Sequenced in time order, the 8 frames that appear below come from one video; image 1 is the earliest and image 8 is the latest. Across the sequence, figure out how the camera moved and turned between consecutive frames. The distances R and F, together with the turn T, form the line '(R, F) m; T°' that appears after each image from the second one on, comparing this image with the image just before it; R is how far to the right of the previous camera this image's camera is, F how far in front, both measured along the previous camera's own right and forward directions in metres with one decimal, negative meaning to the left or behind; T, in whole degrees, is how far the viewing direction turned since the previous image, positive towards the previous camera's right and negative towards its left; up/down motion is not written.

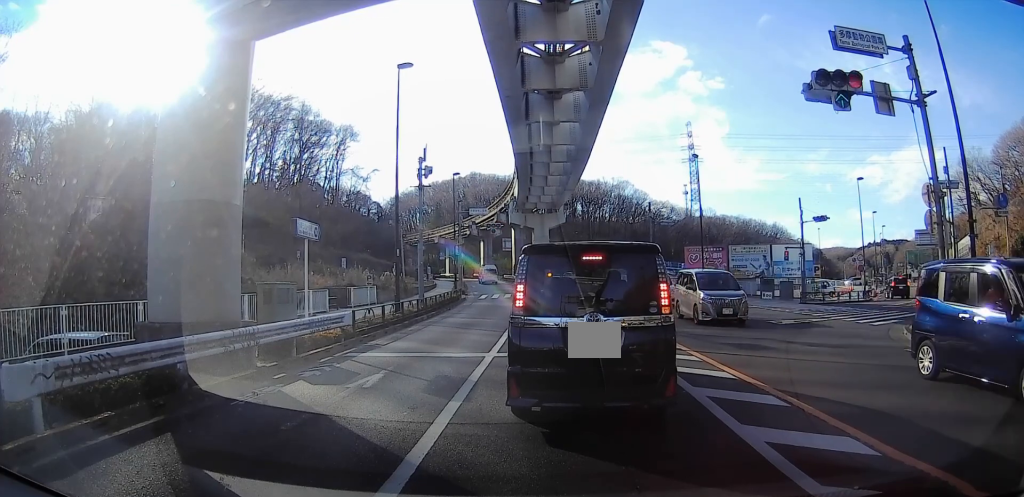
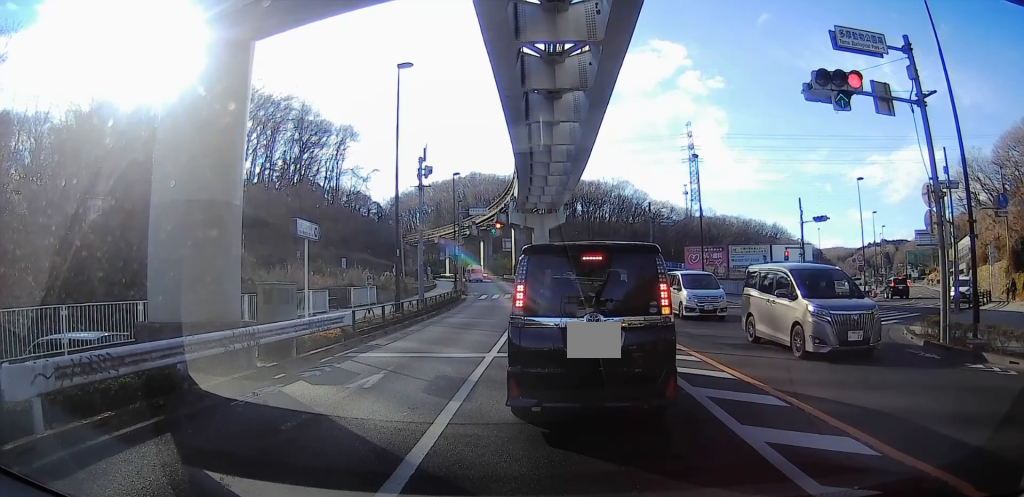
(0.0, 0.0) m; 0°
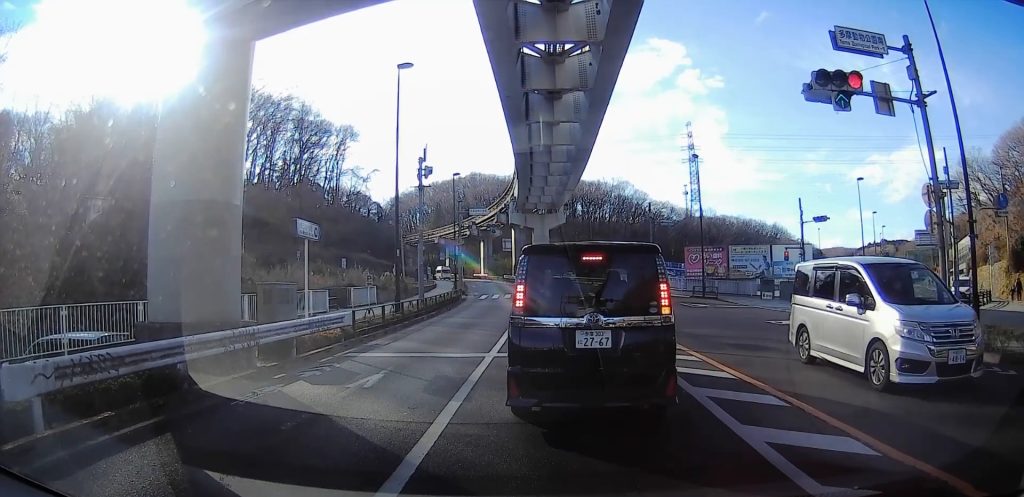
(0.0, 0.0) m; 0°
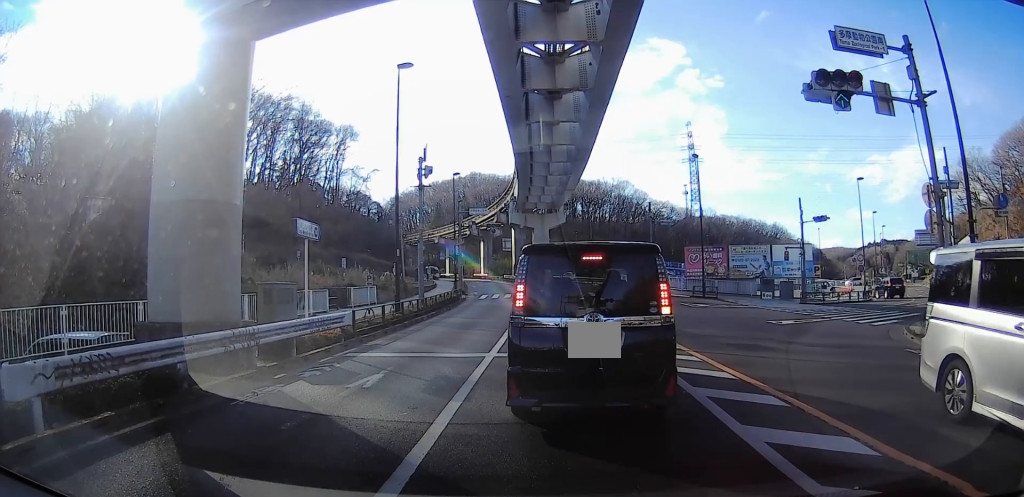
(0.0, 0.0) m; 0°
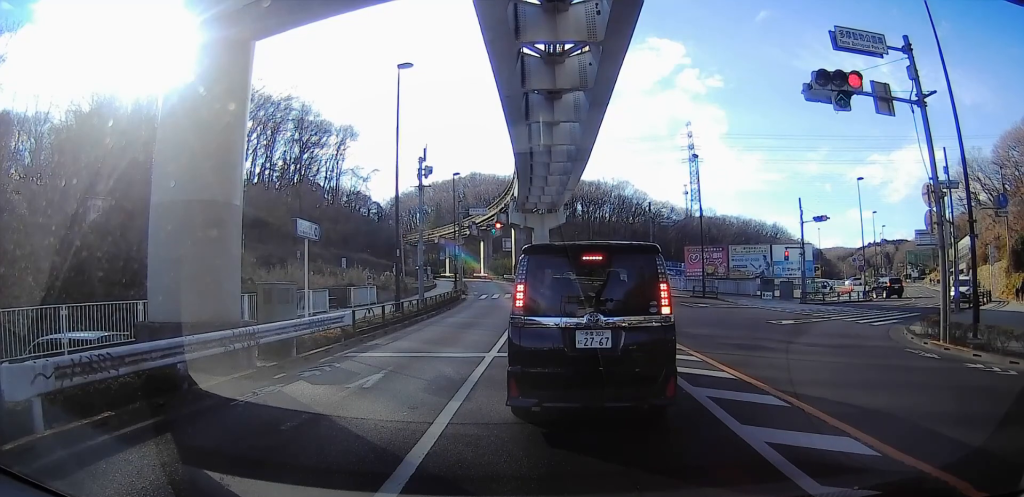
(0.0, 0.0) m; 0°
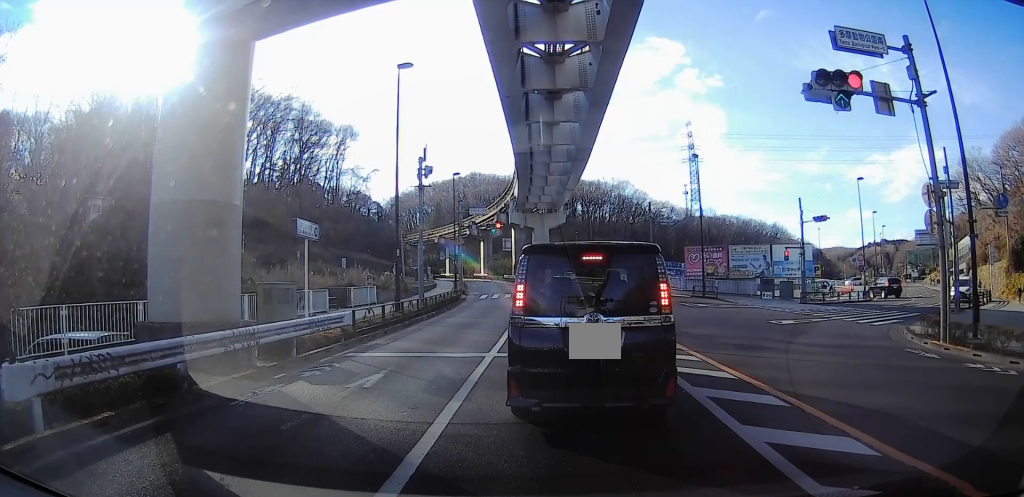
(0.0, 0.0) m; 0°
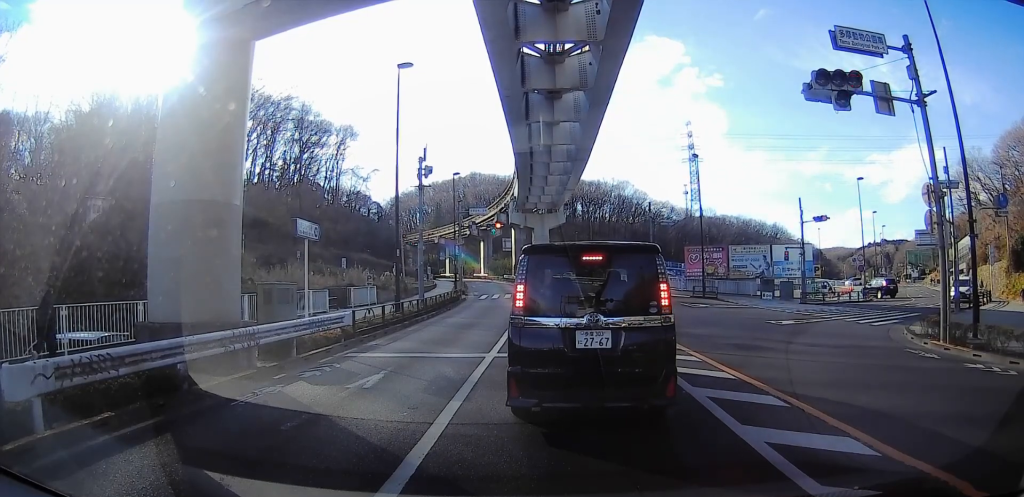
(0.0, 0.0) m; 0°
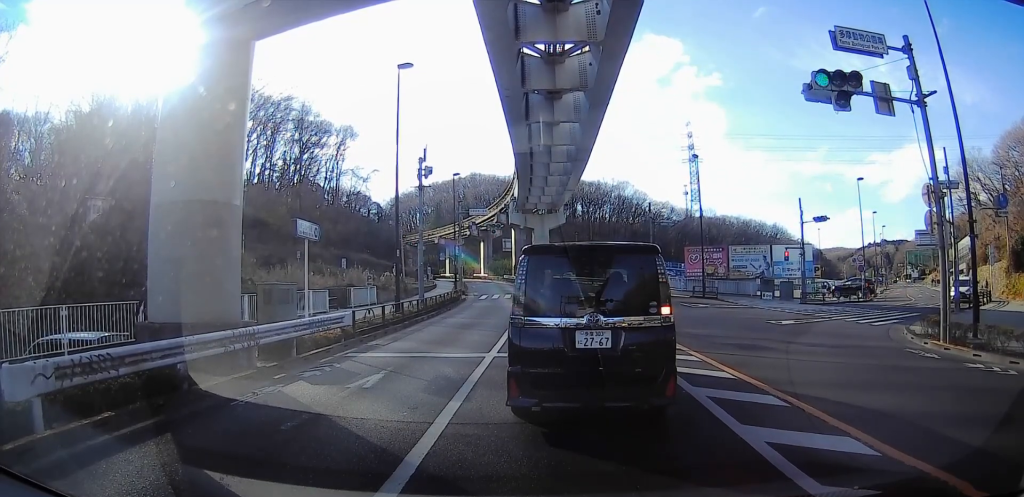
(0.0, 0.0) m; 0°
